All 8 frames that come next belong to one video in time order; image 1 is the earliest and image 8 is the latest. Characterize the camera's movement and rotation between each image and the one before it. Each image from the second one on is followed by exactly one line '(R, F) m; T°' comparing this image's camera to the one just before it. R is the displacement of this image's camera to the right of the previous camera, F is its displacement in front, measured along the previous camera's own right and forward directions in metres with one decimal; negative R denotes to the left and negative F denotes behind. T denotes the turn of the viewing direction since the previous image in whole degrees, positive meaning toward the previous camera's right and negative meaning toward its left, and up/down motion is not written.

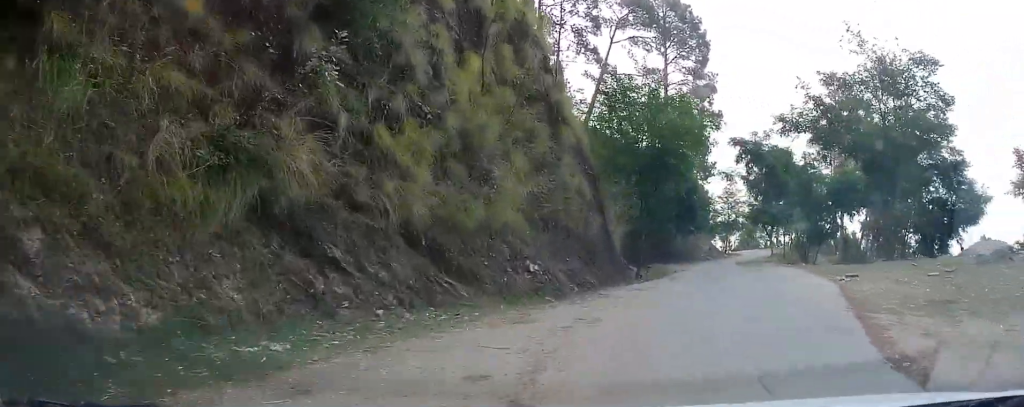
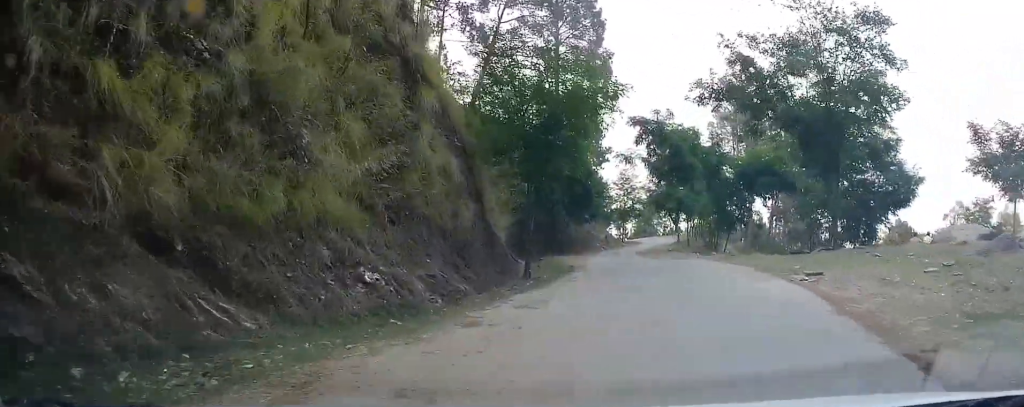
(+0.2, +4.0) m; +5°
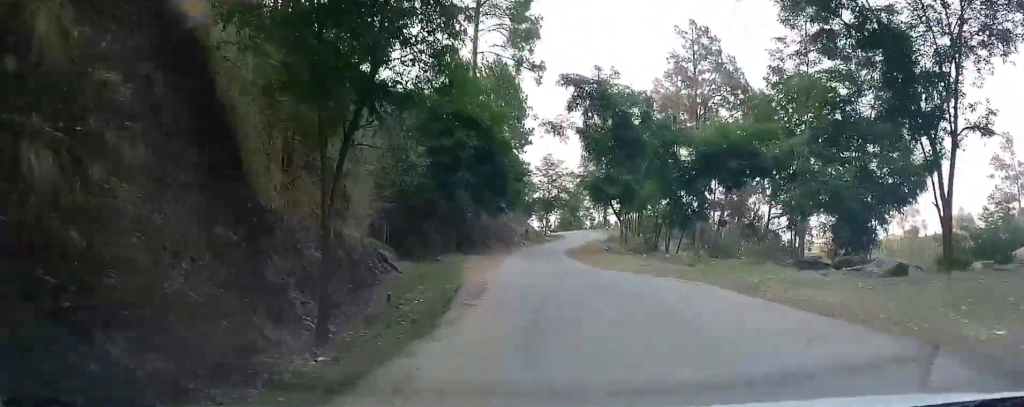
(+0.8, +10.8) m; +4°
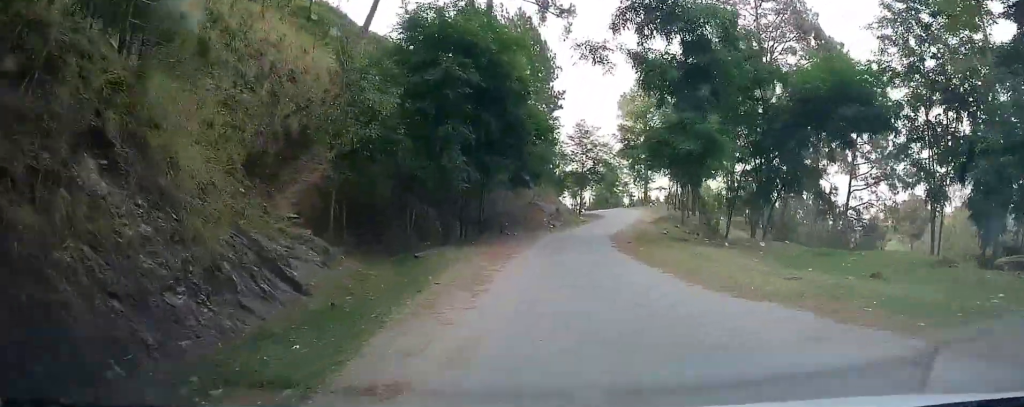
(+0.1, +11.3) m; +1°
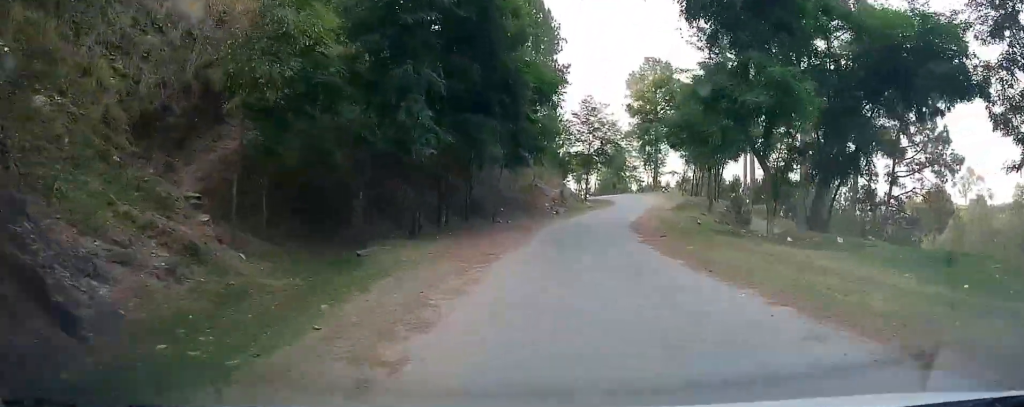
(0.0, +6.3) m; +1°
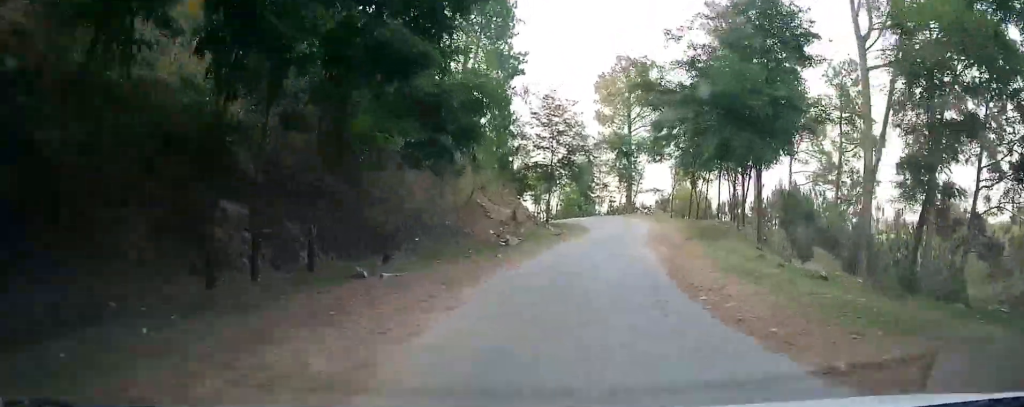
(+0.2, +13.6) m; +2°
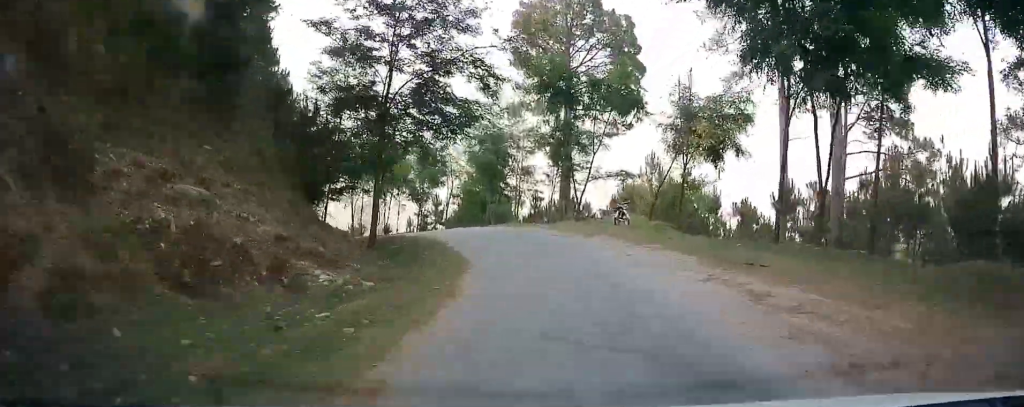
(+2.0, +28.8) m; +5°
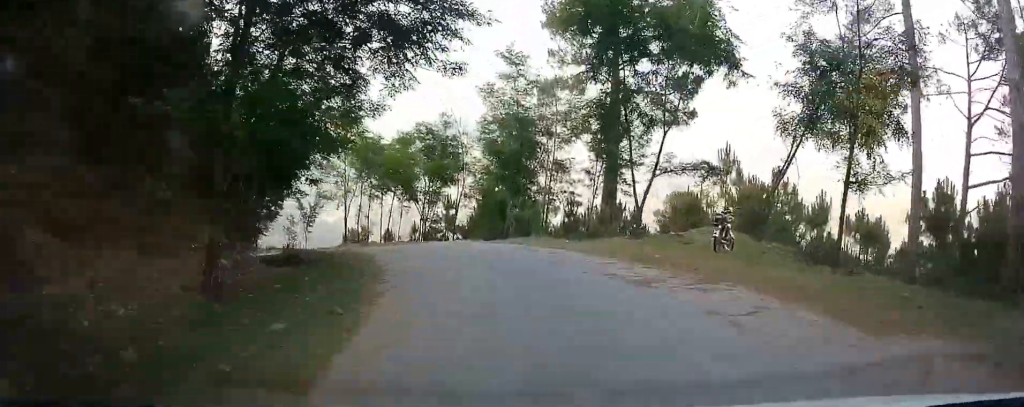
(-0.2, +10.9) m; -6°
